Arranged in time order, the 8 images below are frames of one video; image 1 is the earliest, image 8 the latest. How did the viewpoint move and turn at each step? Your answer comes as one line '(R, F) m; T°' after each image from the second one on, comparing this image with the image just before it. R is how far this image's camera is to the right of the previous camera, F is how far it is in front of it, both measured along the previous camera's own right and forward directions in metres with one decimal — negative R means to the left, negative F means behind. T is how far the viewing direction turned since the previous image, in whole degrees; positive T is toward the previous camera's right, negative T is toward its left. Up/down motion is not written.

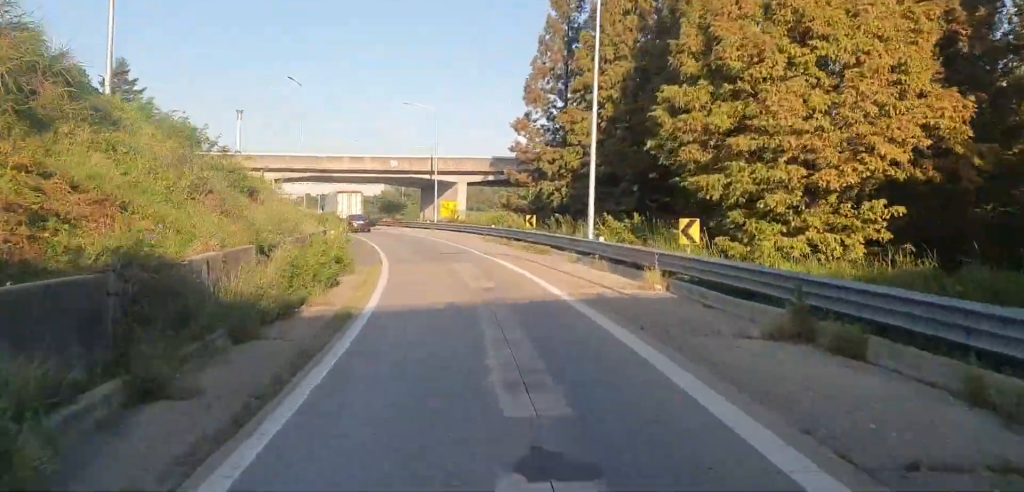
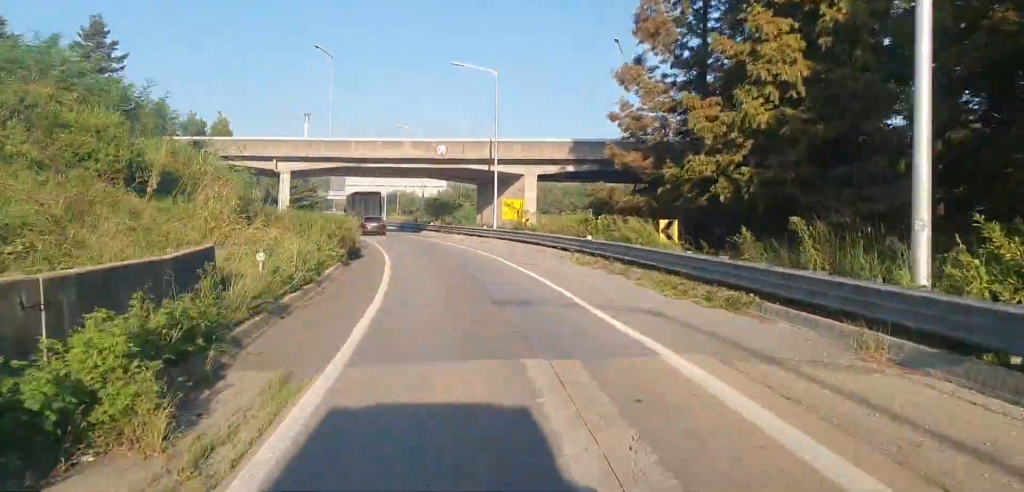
(-0.7, +17.5) m; -8°
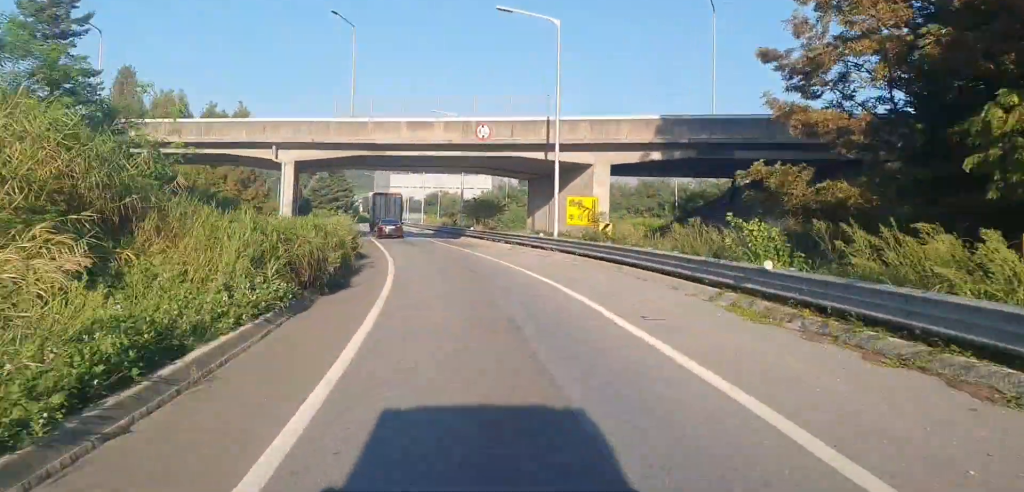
(-1.0, +12.4) m; -6°
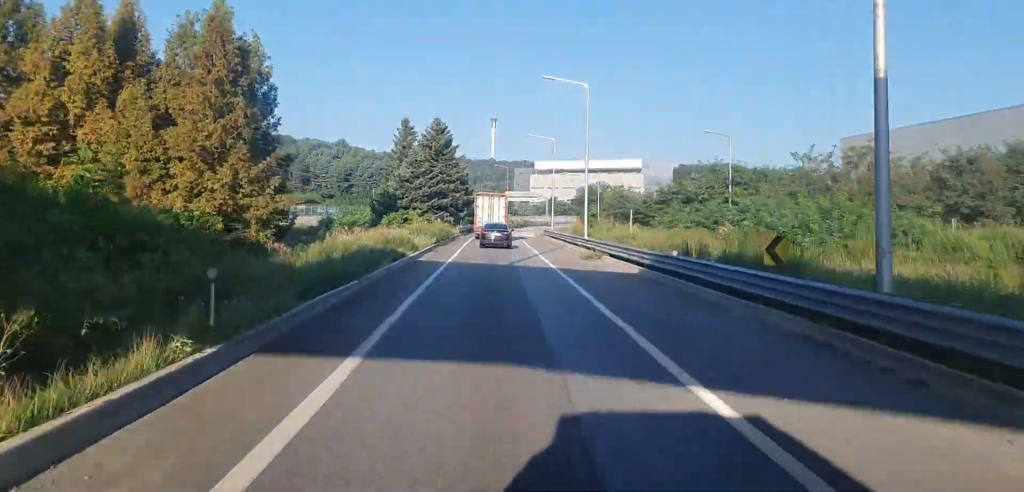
(-7.8, +51.3) m; -15°
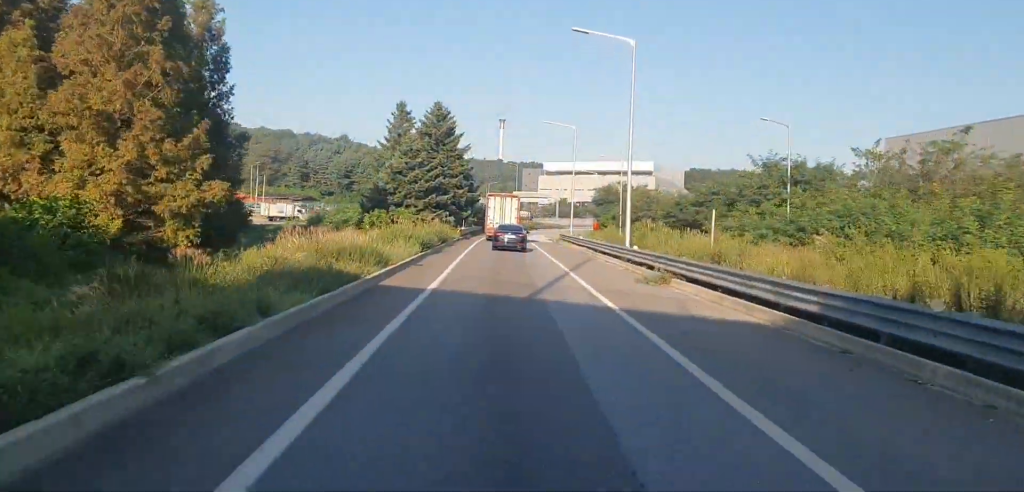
(-0.3, +12.0) m; 0°
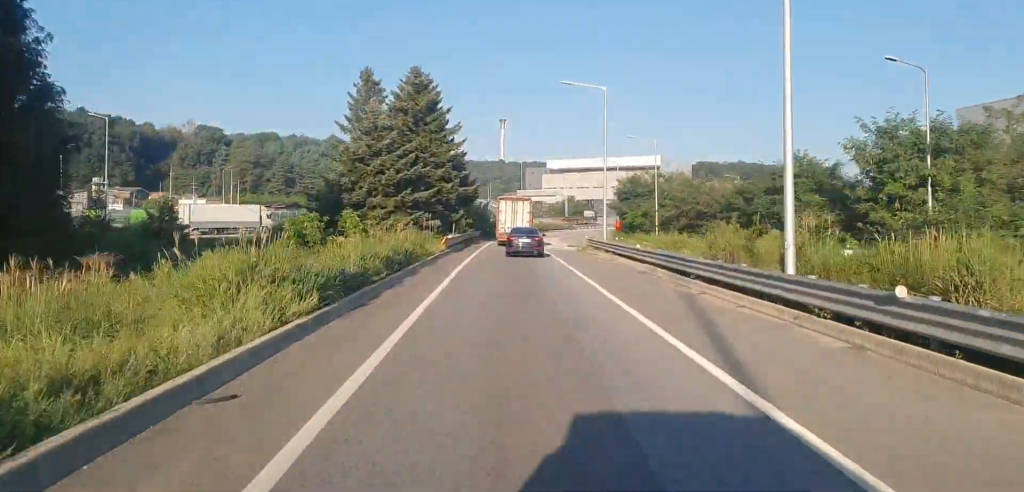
(0.0, +19.2) m; +1°
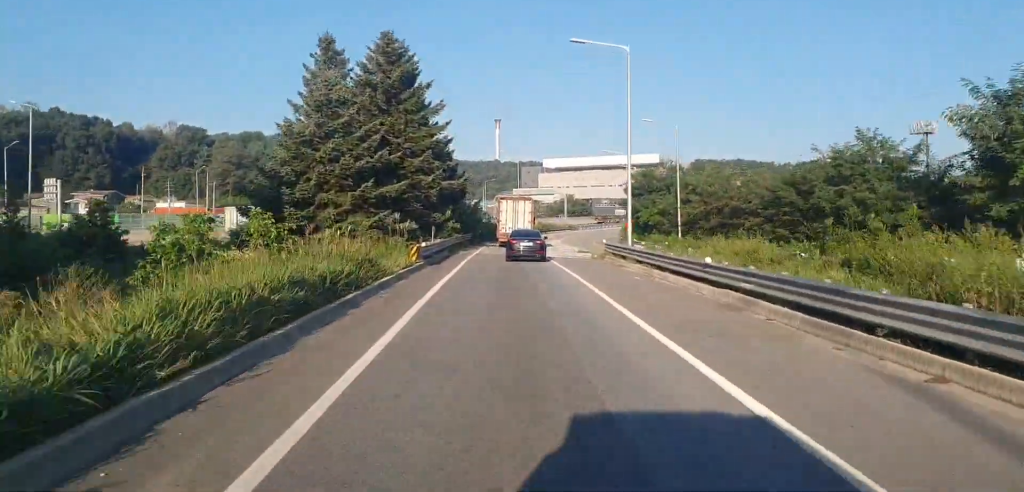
(0.0, +11.1) m; +2°
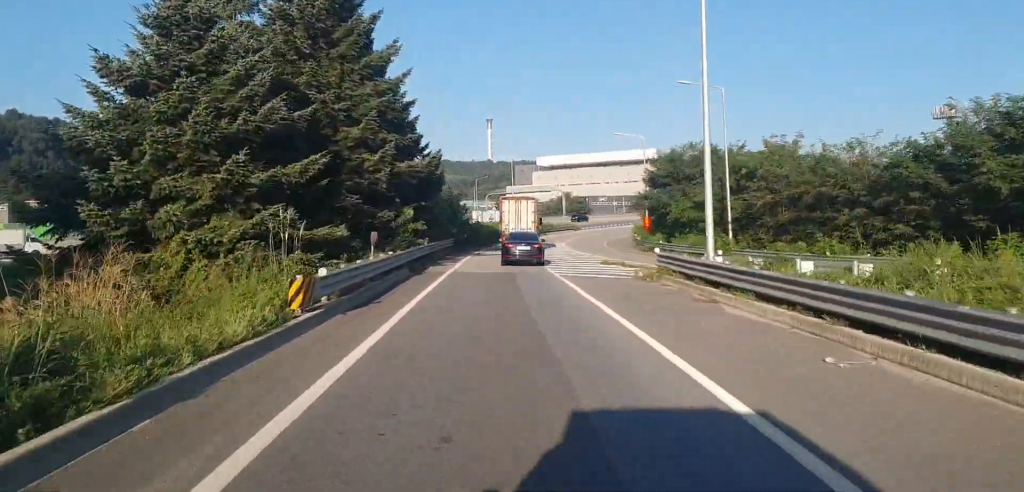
(+0.4, +15.3) m; +3°
